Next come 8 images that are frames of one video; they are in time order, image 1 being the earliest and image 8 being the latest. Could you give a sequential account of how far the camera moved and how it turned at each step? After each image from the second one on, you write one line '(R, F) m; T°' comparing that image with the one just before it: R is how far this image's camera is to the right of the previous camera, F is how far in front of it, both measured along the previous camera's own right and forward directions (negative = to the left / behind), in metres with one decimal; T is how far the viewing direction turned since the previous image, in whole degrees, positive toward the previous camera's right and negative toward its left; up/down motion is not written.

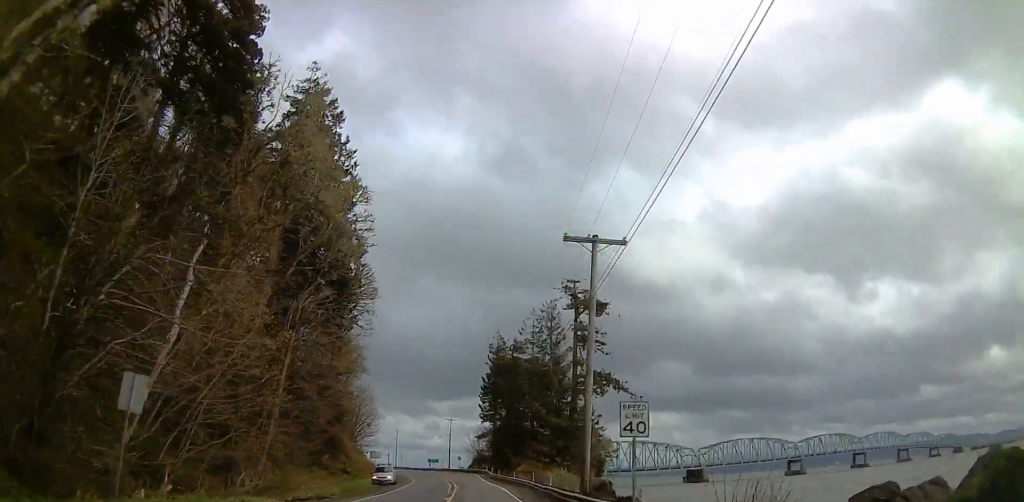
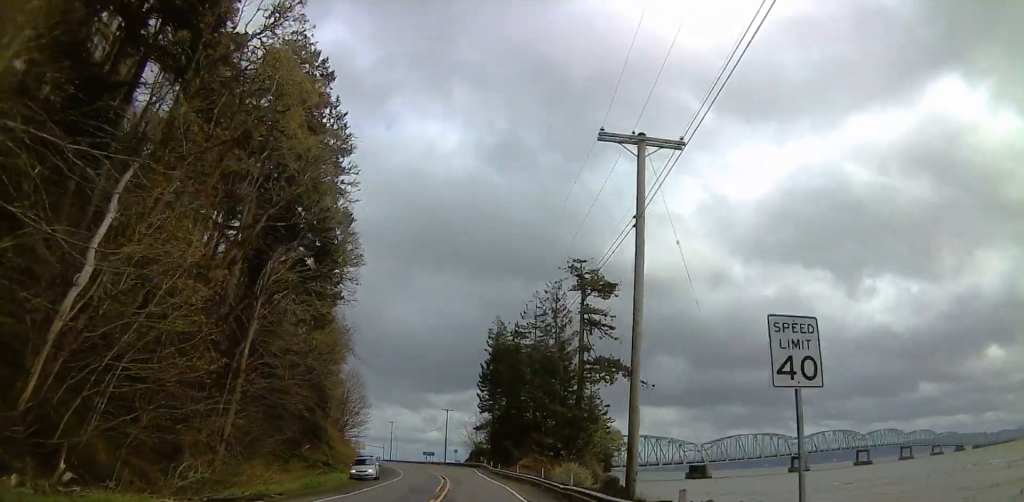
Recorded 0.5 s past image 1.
(+0.7, +8.8) m; 0°
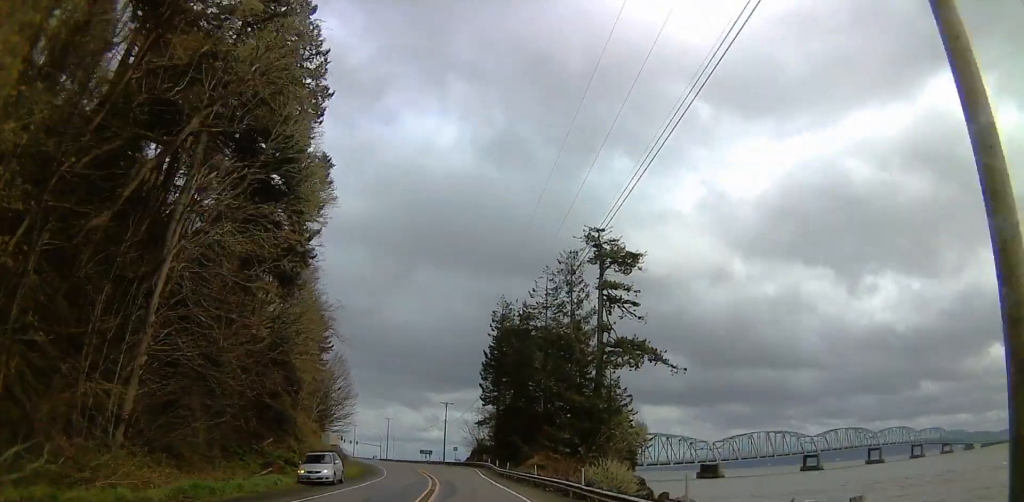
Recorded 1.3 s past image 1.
(-0.2, +14.7) m; -2°
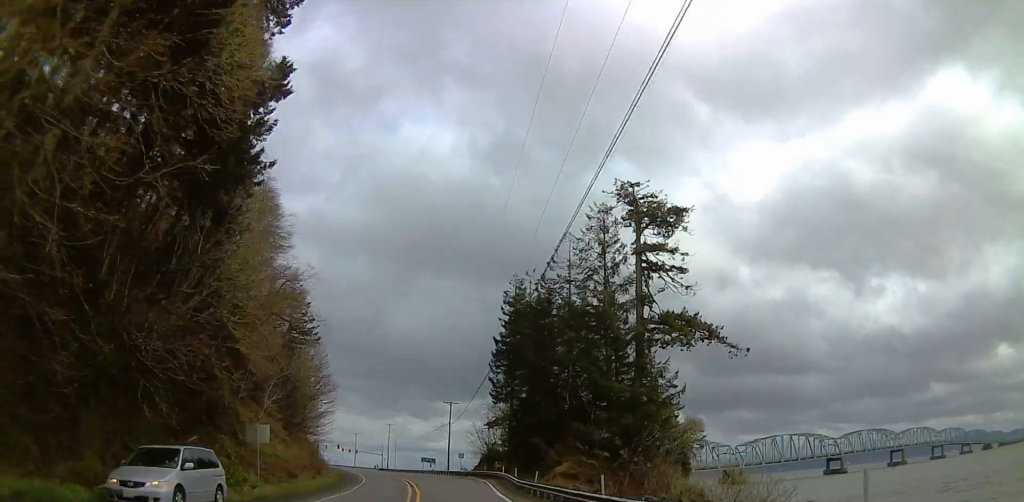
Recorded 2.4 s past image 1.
(-0.8, +18.7) m; -3°
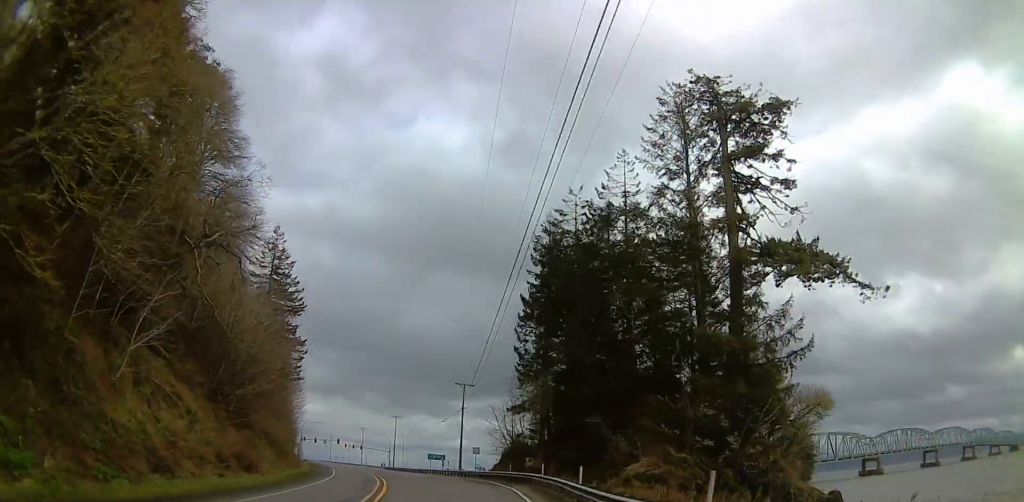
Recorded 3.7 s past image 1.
(0.0, +23.3) m; 0°
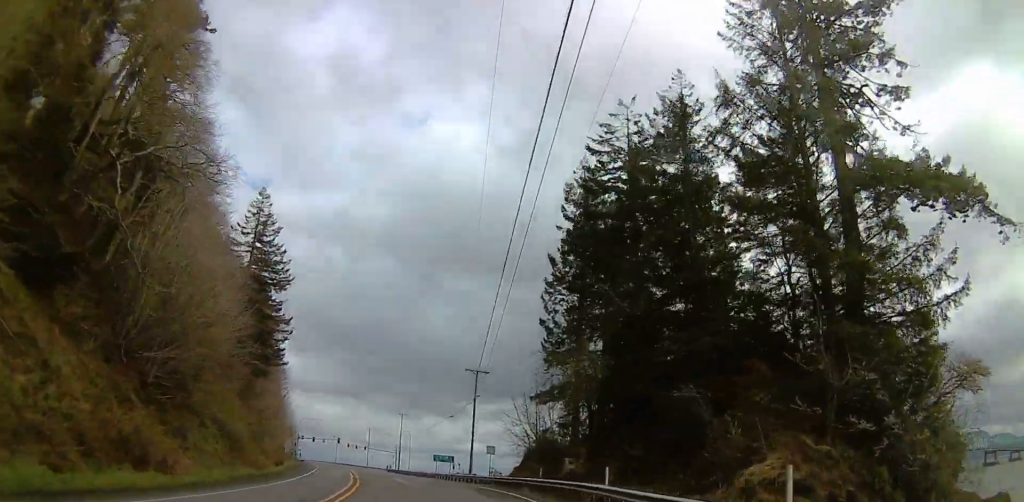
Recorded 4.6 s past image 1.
(0.0, +15.1) m; 0°
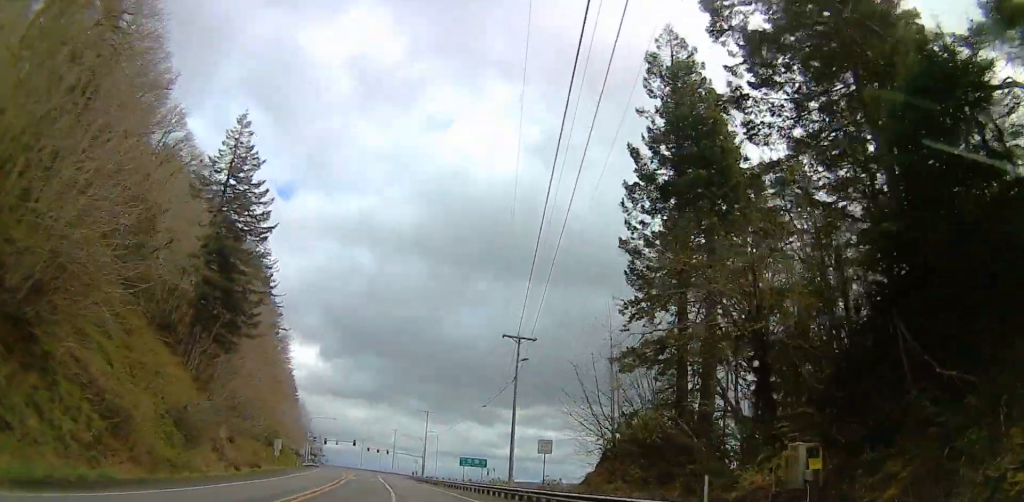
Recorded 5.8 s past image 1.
(0.0, +21.3) m; -5°
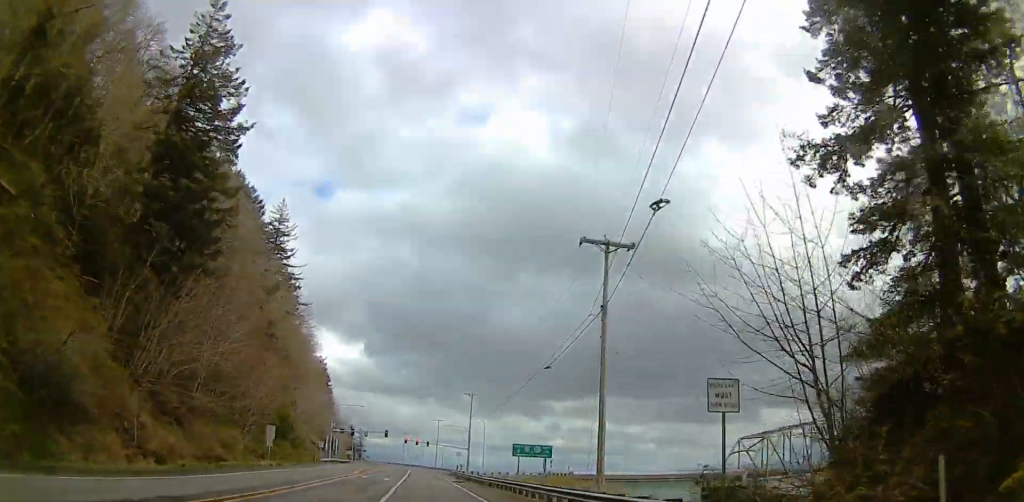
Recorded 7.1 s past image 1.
(-1.8, +20.3) m; -5°
